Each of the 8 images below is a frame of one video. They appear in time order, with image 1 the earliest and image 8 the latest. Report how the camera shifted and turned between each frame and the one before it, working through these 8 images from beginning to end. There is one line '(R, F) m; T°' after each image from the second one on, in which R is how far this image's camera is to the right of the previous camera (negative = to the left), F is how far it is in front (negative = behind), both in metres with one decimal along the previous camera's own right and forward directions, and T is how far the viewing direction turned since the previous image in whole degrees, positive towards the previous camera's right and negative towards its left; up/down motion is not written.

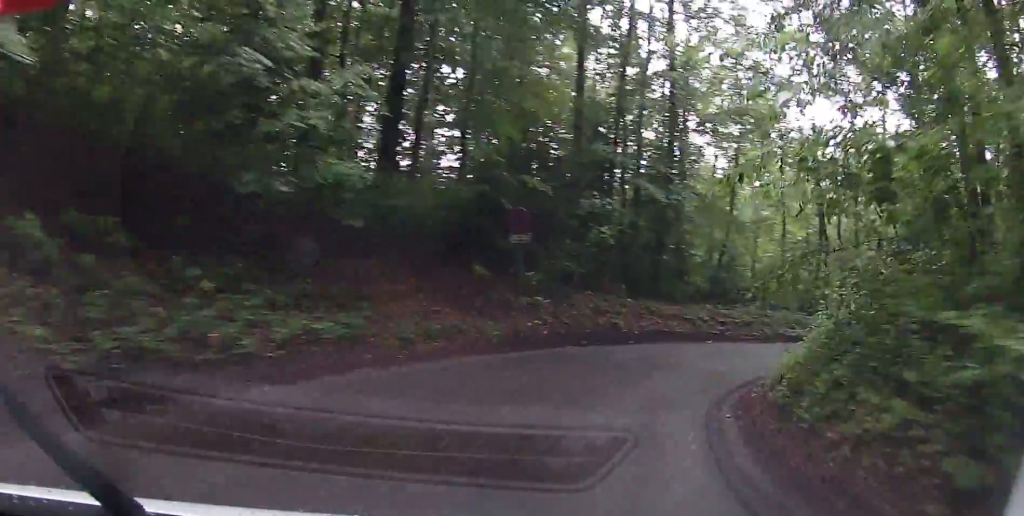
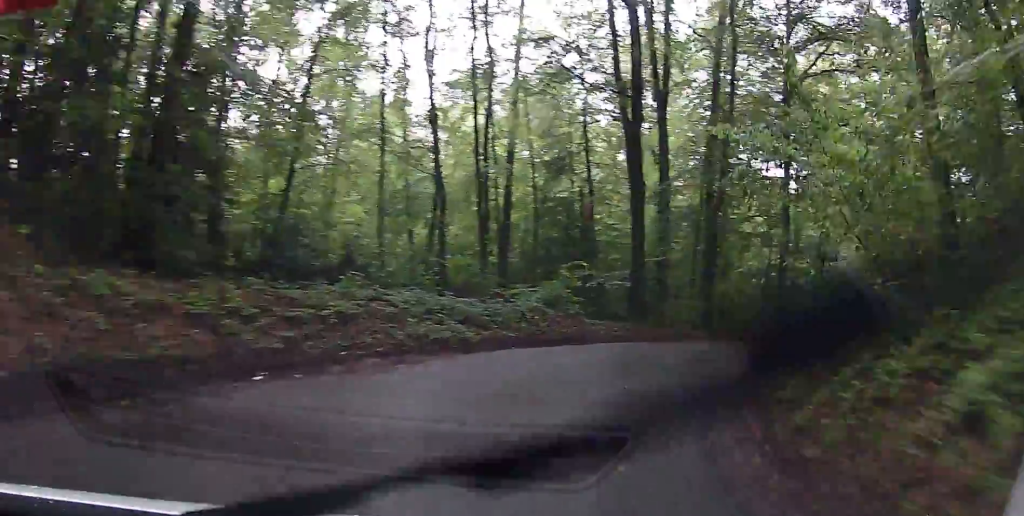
(+2.7, +12.1) m; +31°
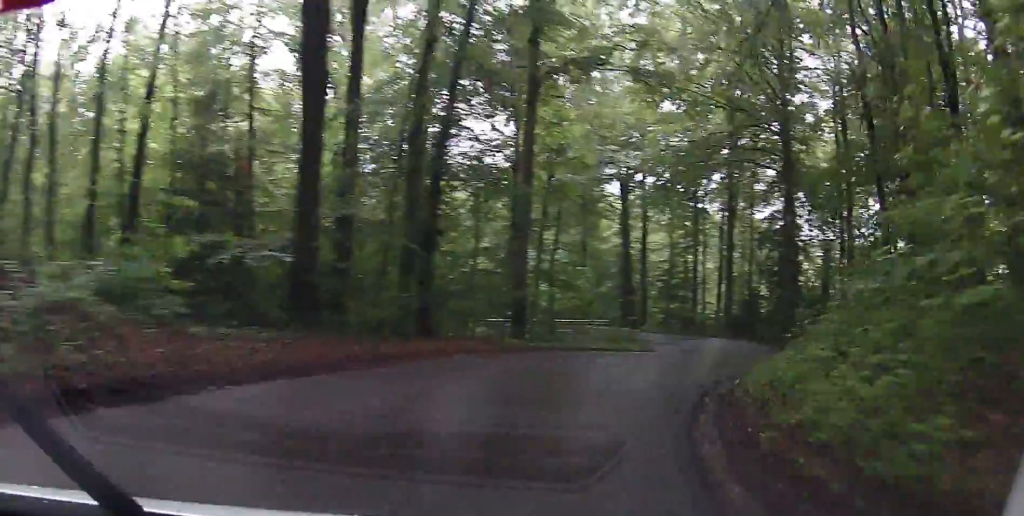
(+1.2, +6.0) m; +29°
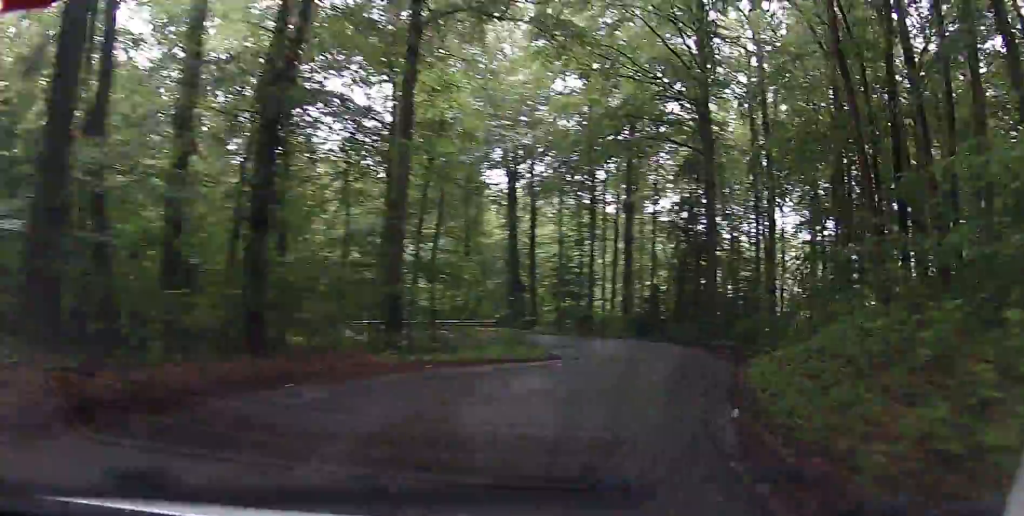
(+0.4, +2.5) m; +17°
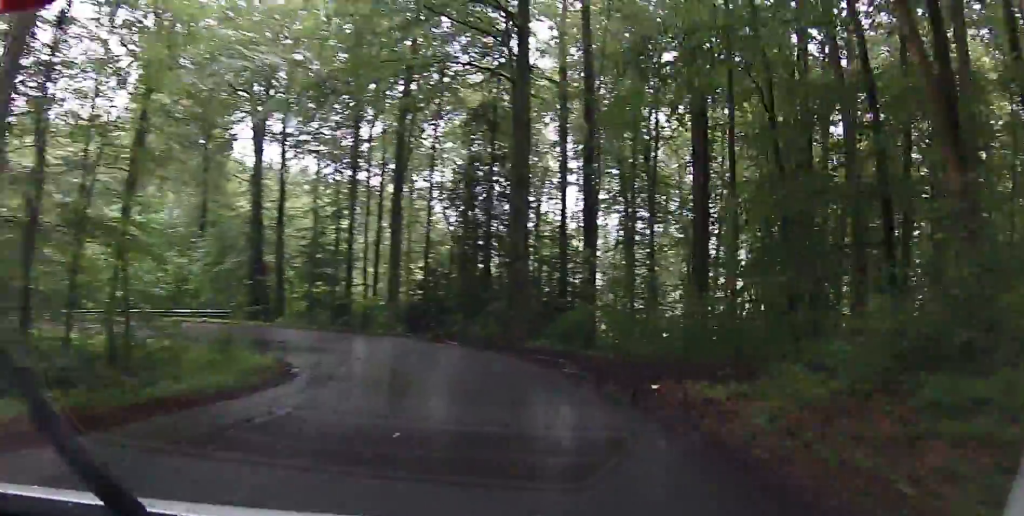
(+1.0, +4.4) m; +15°
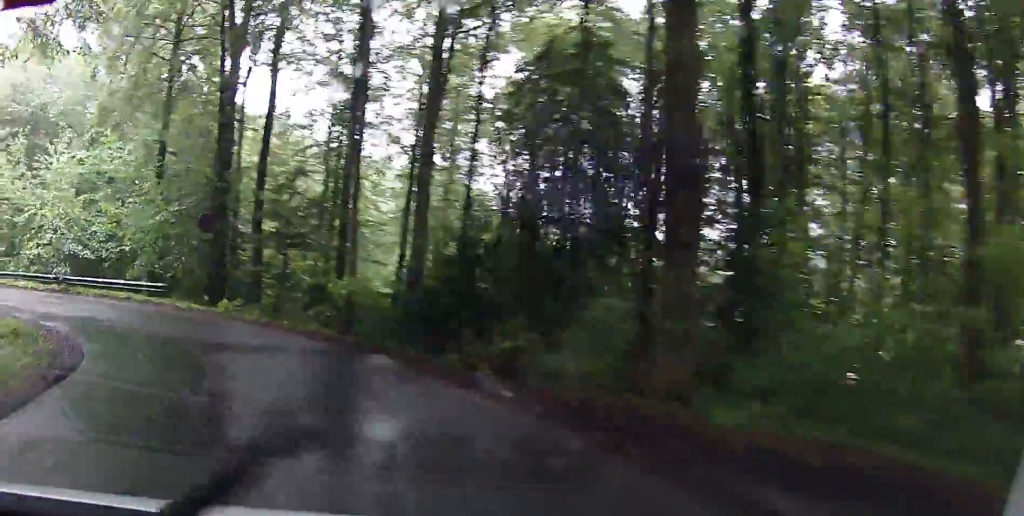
(+0.4, +7.5) m; +2°
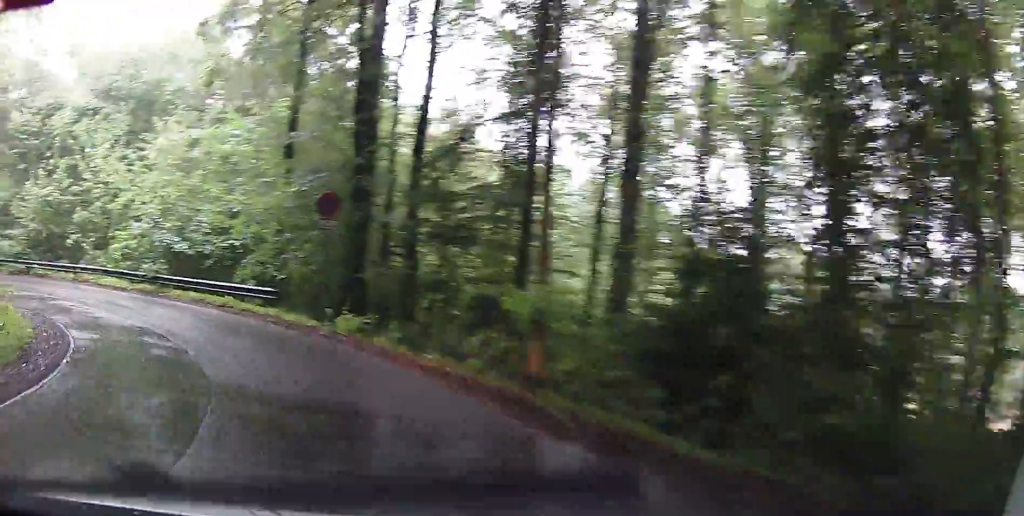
(+0.2, +6.0) m; -6°
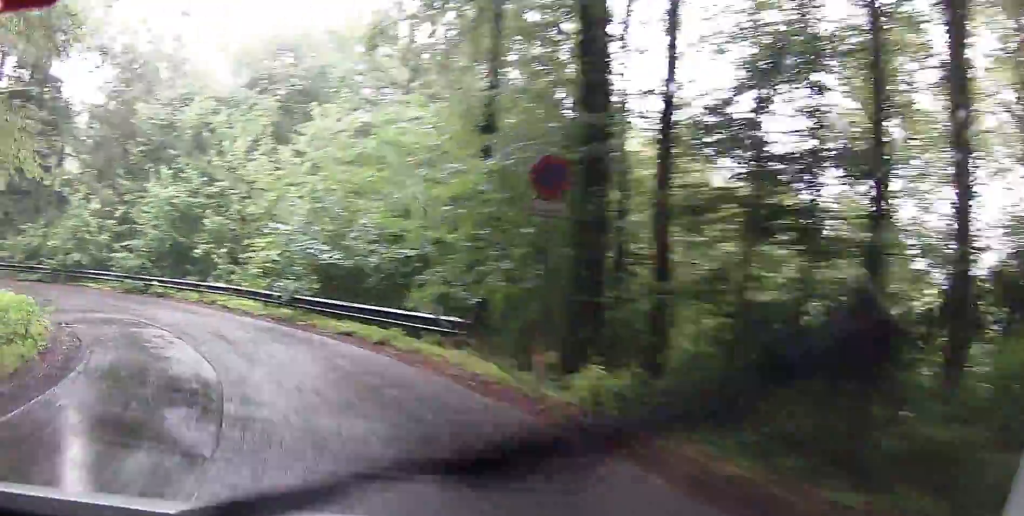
(-0.8, +7.4) m; -11°
